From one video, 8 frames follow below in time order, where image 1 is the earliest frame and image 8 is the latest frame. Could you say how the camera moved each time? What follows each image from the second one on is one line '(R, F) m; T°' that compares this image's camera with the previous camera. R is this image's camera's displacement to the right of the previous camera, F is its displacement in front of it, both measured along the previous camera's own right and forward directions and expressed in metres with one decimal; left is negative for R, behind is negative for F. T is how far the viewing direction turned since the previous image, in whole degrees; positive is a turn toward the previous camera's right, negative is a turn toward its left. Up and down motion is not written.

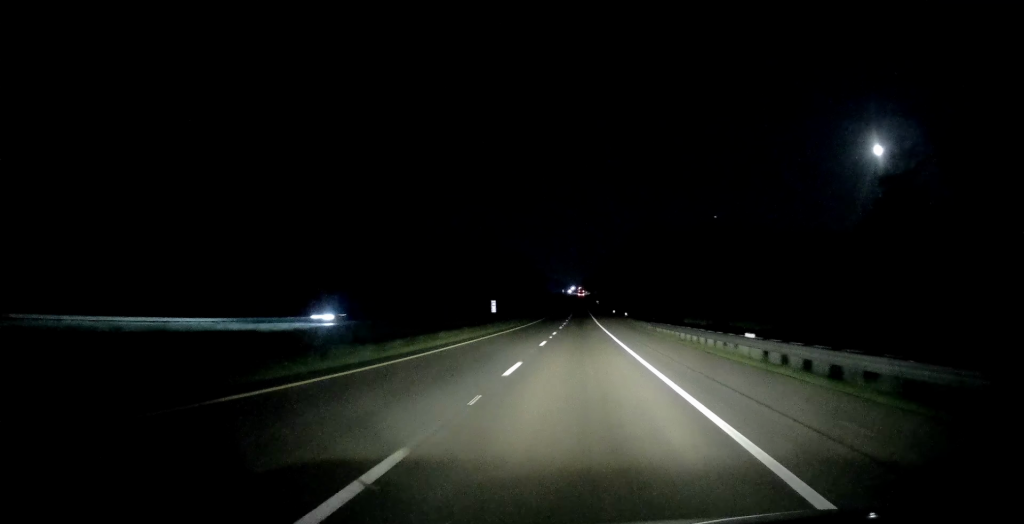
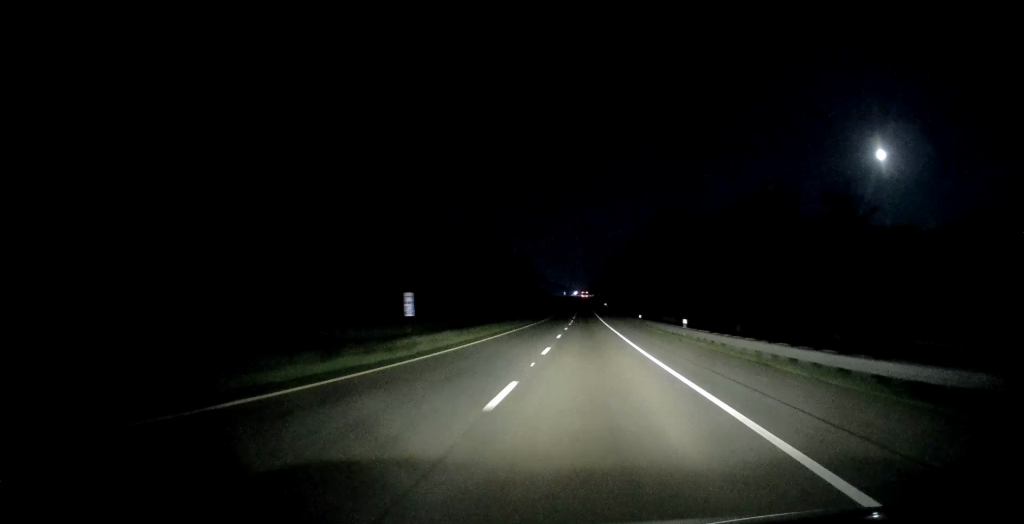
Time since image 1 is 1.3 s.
(+0.1, +42.0) m; 0°
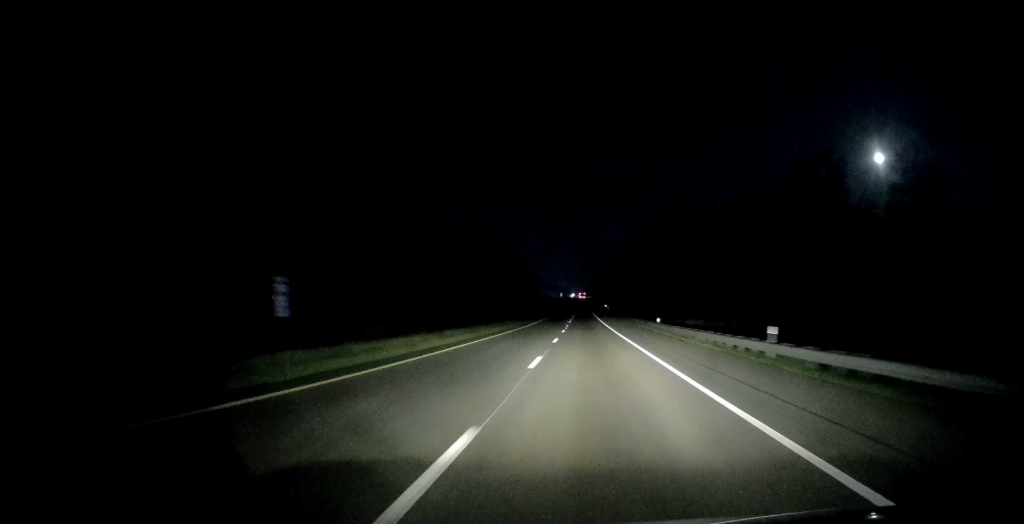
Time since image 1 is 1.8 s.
(-0.2, +17.6) m; 0°
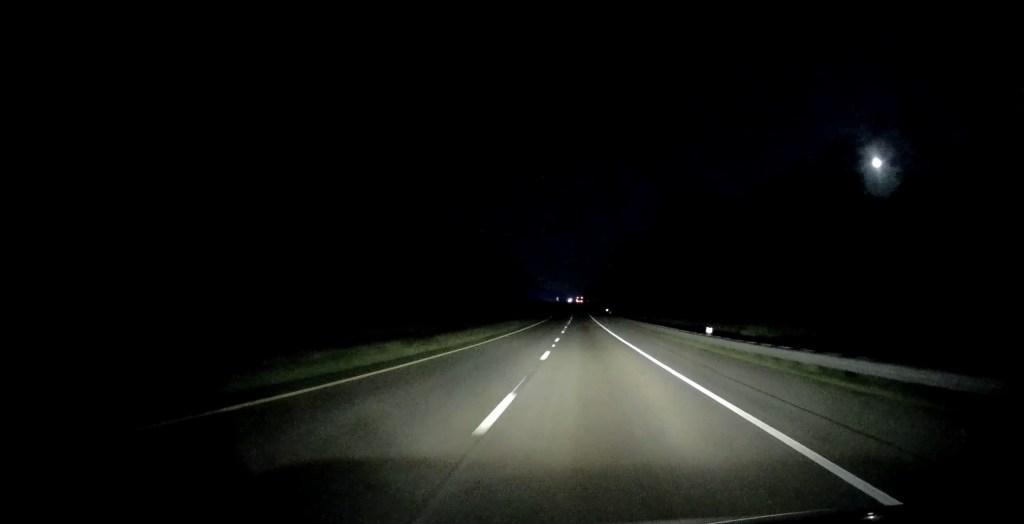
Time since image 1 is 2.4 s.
(+0.4, +20.8) m; 0°
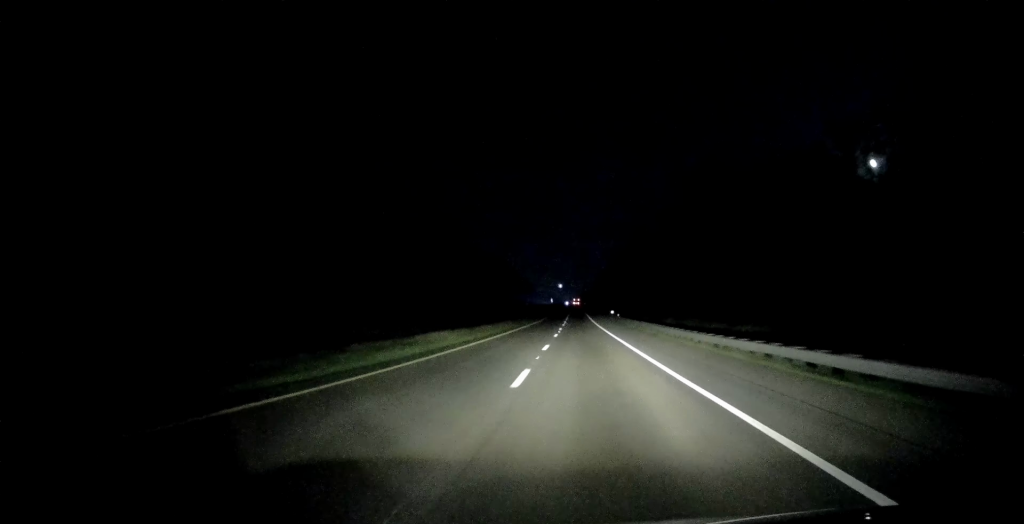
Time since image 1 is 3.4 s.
(-0.3, +31.6) m; 0°
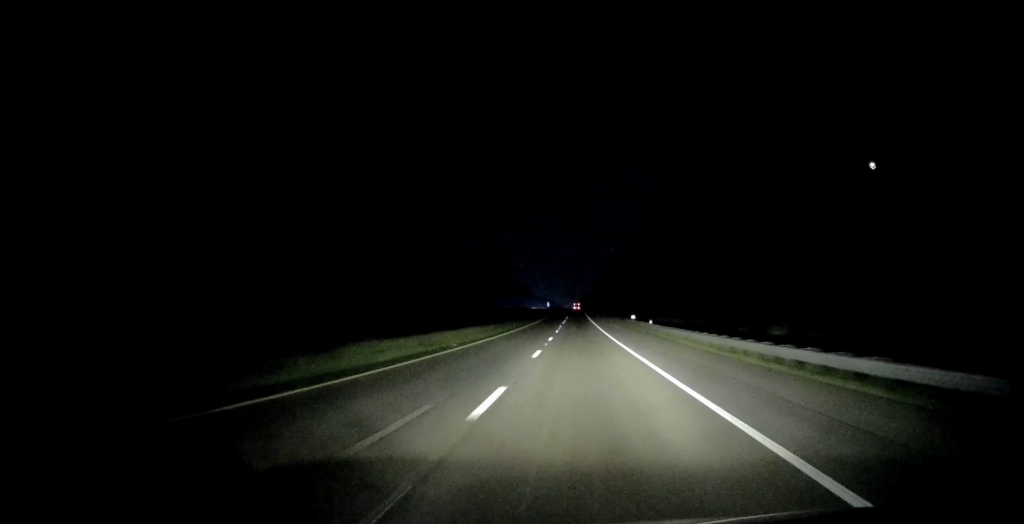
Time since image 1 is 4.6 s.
(+0.3, +39.3) m; +1°
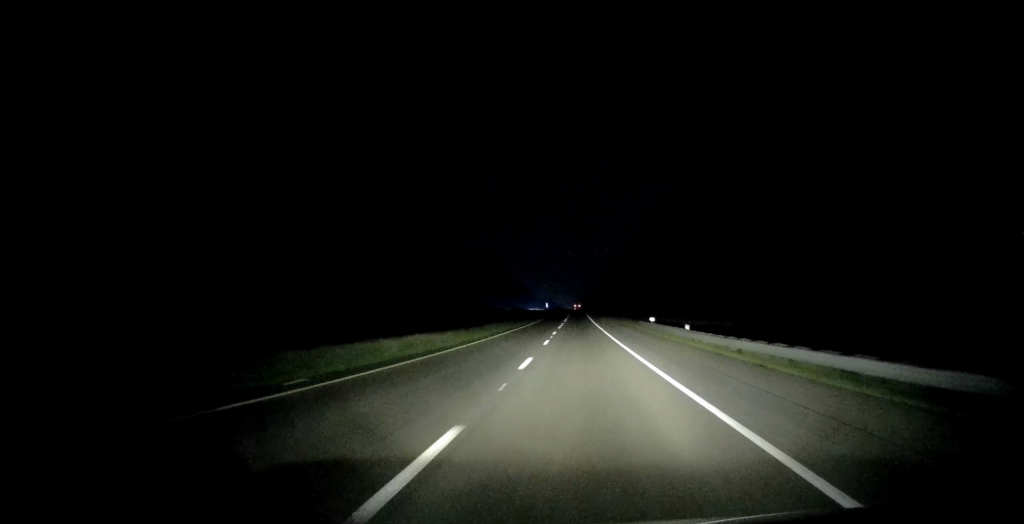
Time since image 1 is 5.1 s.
(0.0, +16.4) m; 0°
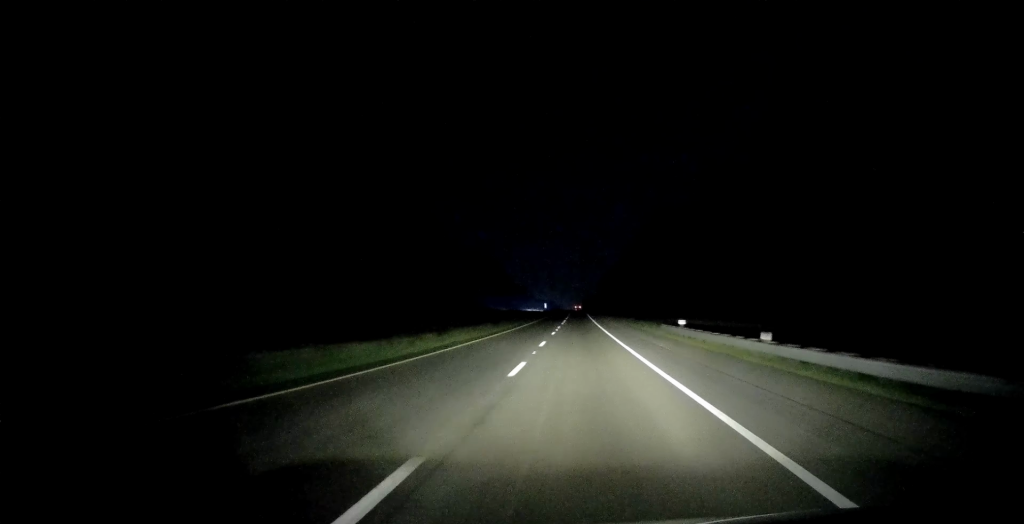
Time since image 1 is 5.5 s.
(0.0, +14.2) m; 0°
